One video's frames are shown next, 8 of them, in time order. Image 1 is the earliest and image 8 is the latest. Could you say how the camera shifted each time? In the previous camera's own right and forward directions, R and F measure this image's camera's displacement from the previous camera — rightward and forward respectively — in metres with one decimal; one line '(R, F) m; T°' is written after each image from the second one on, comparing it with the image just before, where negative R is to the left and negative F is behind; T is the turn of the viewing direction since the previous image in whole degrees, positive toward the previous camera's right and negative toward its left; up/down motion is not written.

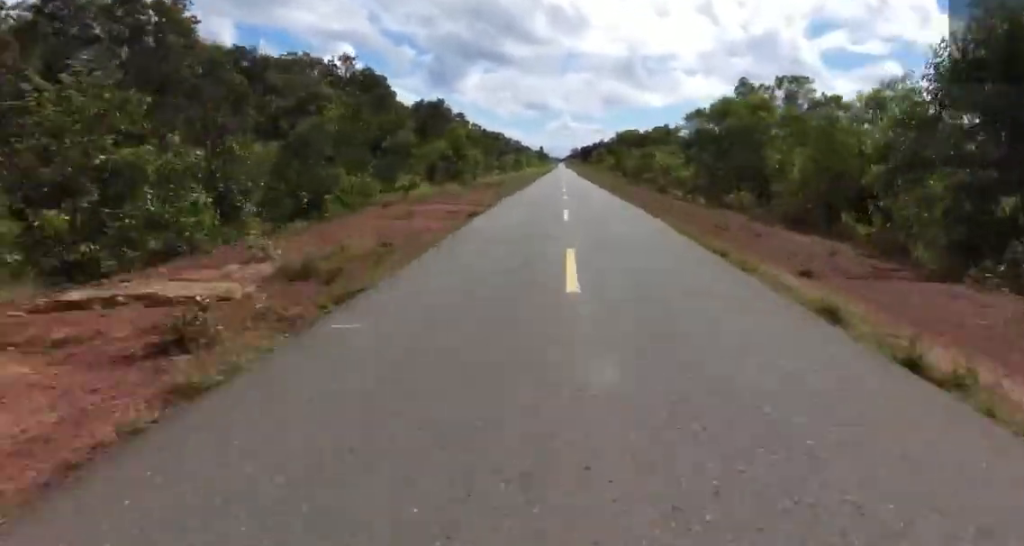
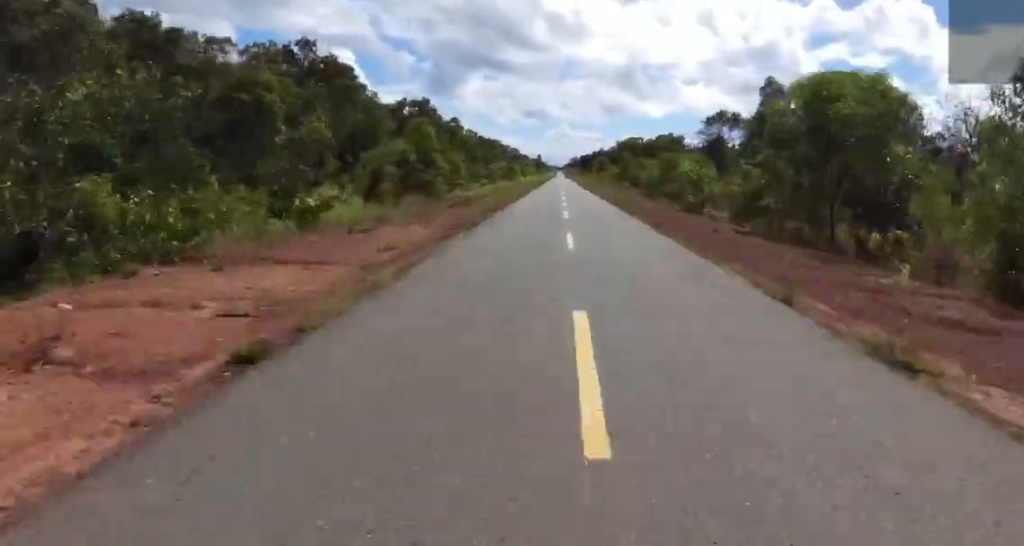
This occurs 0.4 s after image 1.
(+0.6, +12.2) m; +1°
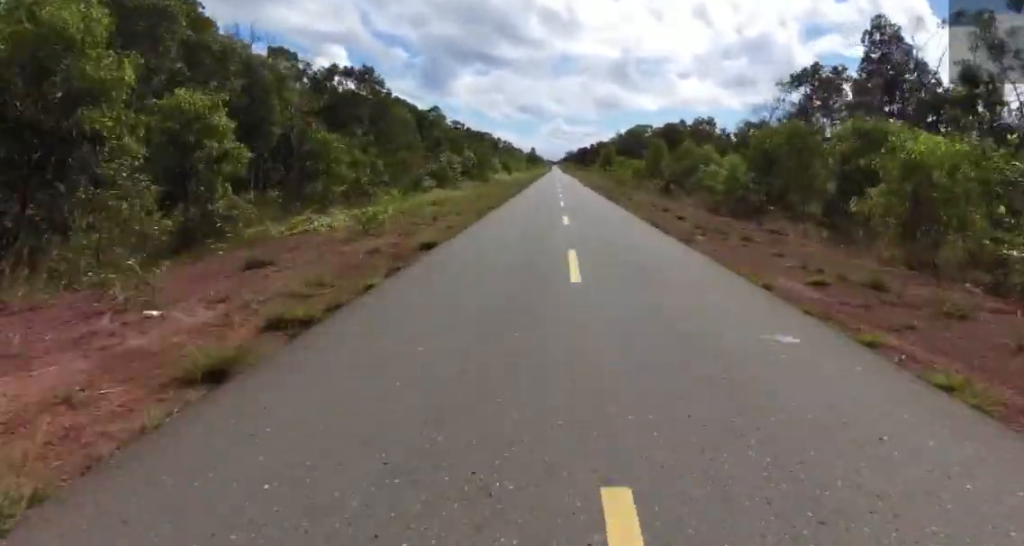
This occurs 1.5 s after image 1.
(+0.7, +28.8) m; 0°
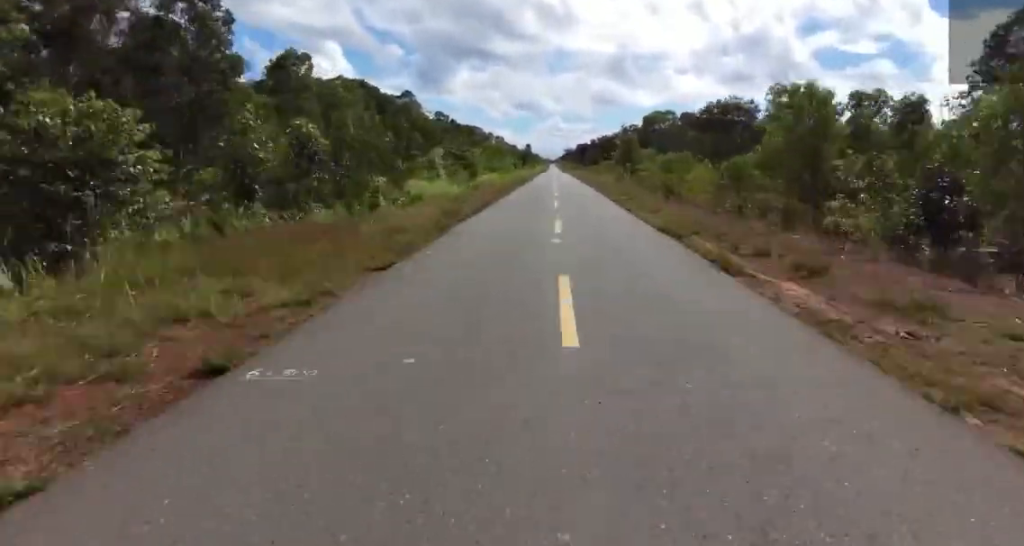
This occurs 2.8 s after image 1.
(-1.2, +35.6) m; -1°
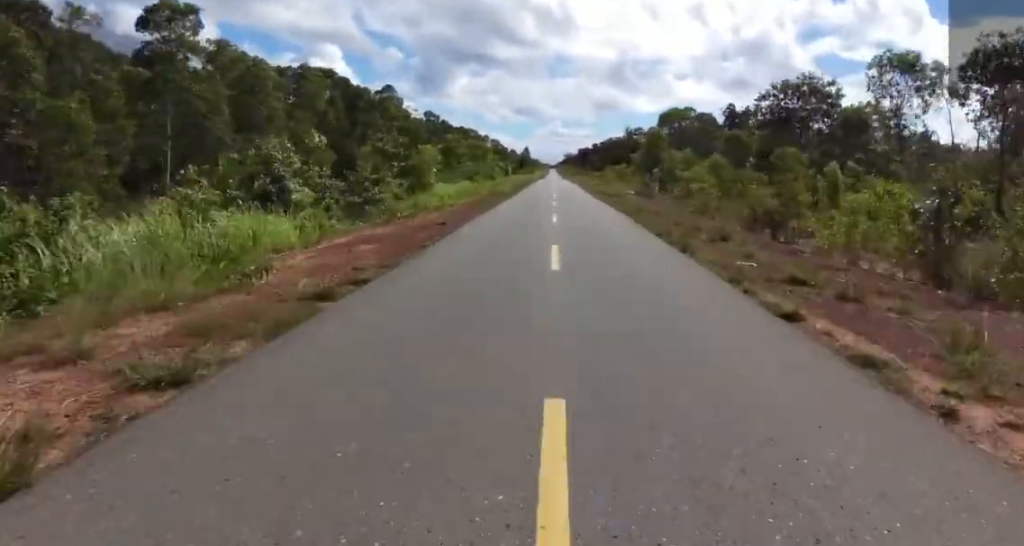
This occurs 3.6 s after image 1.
(+0.6, +21.1) m; 0°
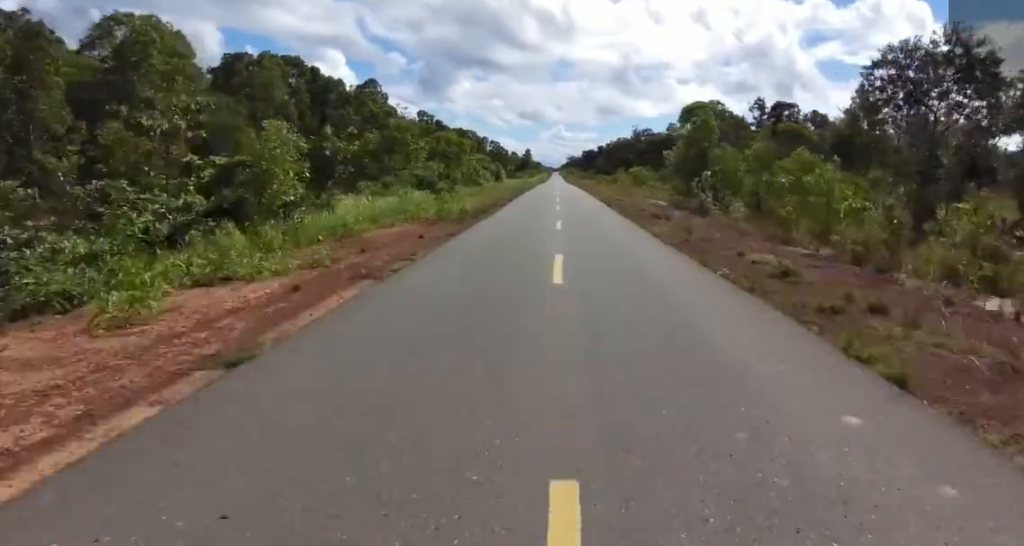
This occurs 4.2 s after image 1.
(+0.1, +16.6) m; 0°
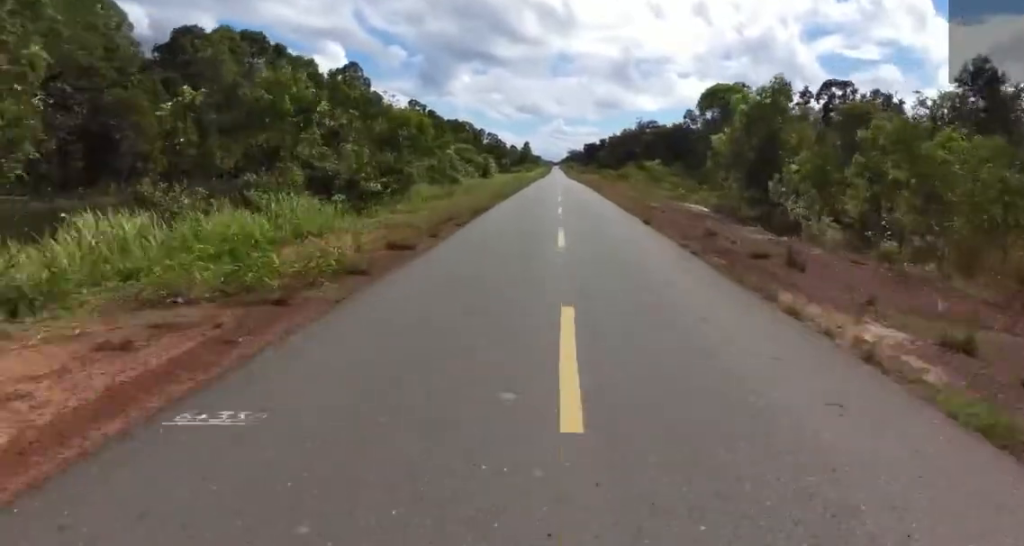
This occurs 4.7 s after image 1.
(-0.7, +13.8) m; 0°
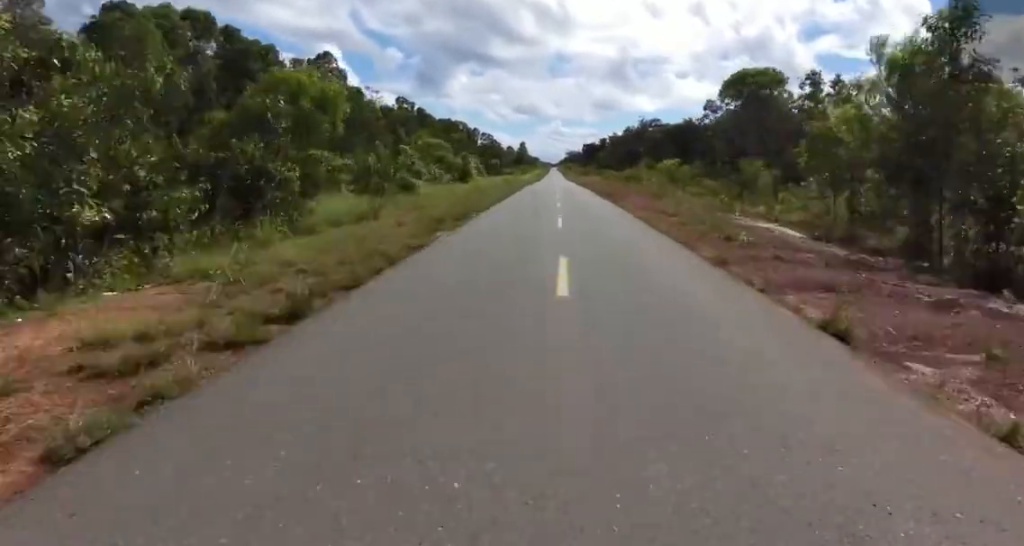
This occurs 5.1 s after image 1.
(0.0, +12.8) m; 0°
